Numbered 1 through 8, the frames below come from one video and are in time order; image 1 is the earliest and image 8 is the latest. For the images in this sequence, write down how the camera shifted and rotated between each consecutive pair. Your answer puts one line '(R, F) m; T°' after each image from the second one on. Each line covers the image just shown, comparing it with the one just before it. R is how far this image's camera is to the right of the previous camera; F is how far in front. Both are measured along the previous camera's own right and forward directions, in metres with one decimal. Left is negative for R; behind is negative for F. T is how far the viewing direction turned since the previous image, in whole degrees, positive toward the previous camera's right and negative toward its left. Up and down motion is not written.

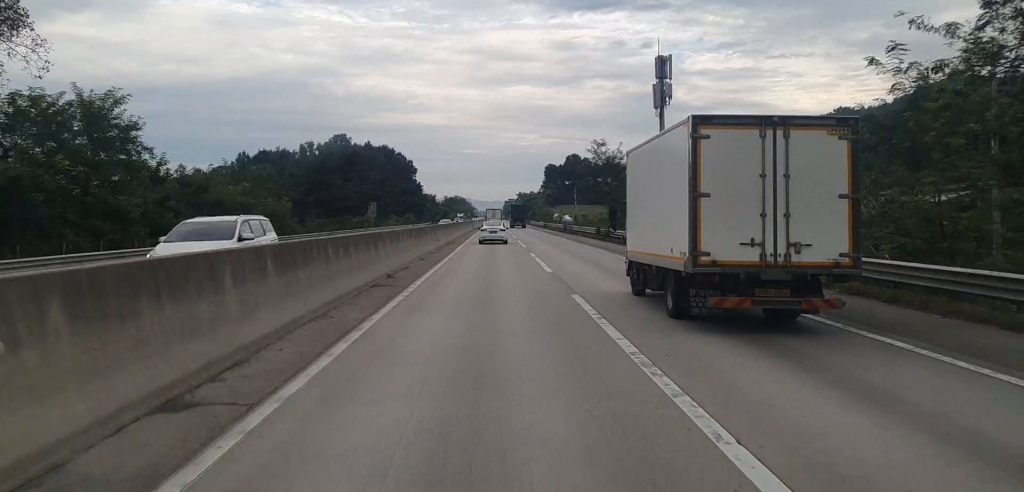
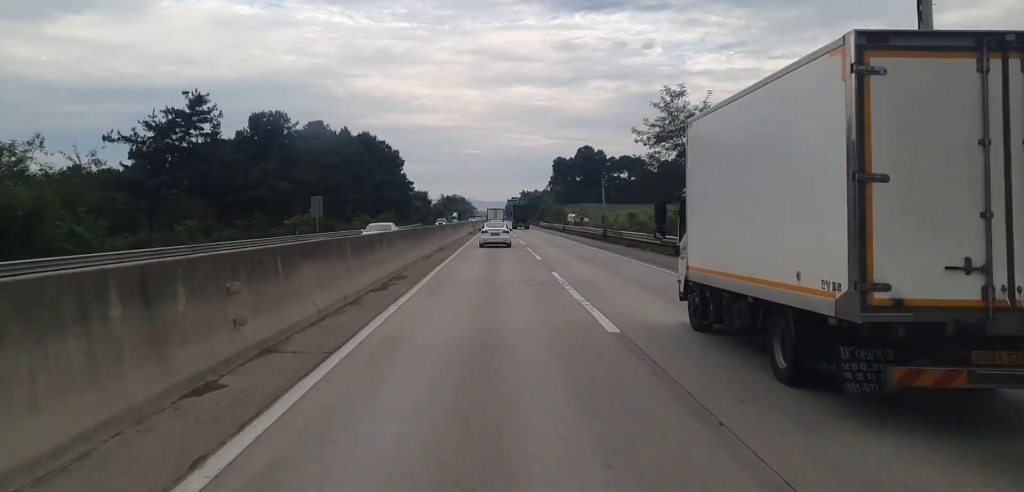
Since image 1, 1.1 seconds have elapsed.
(-0.2, +35.1) m; 0°
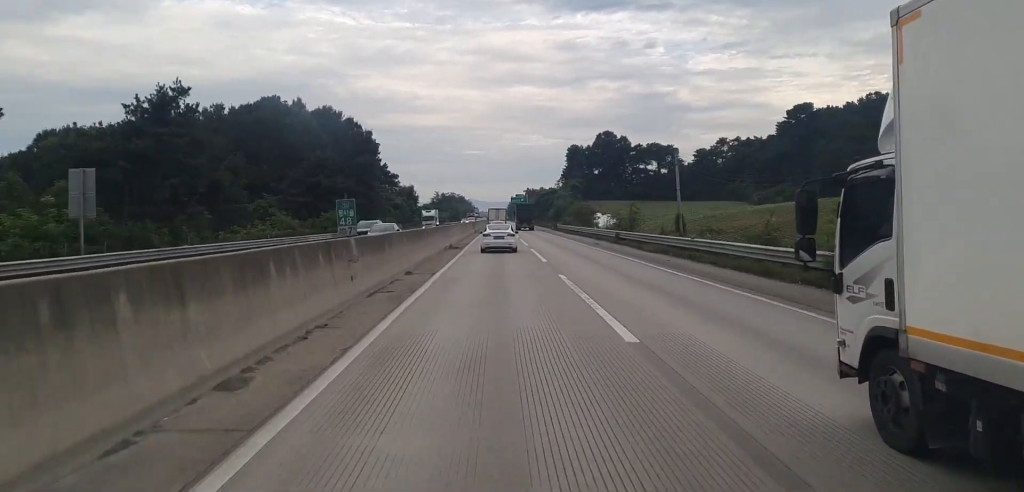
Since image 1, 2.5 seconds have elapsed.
(0.0, +40.1) m; 0°
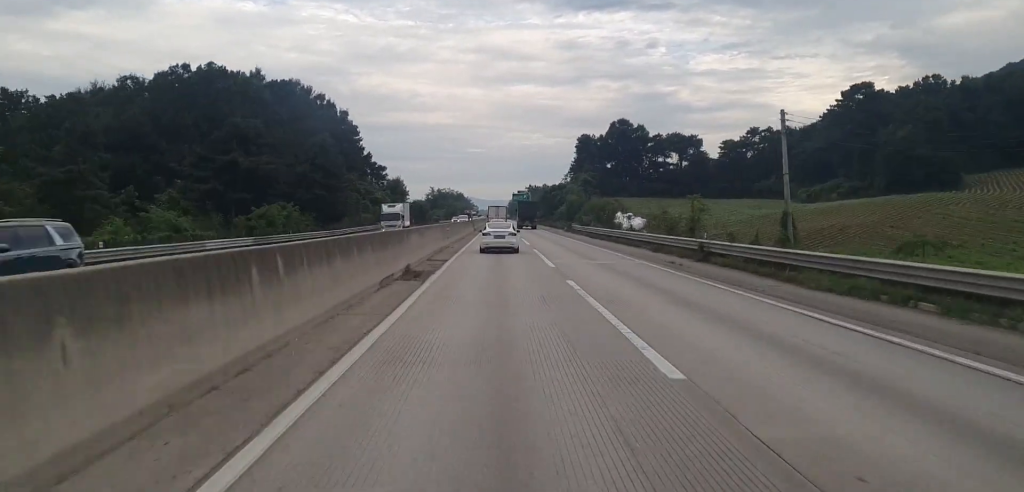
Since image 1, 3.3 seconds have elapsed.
(0.0, +22.0) m; 0°
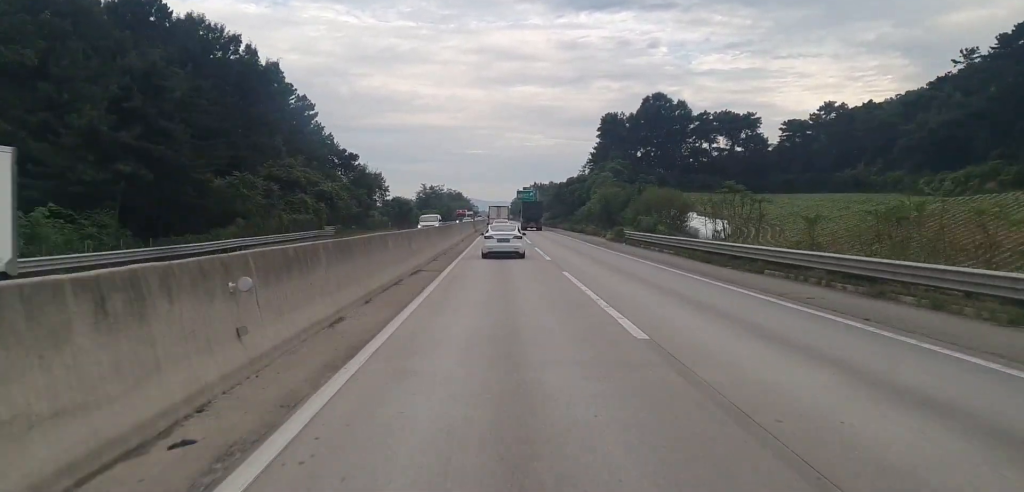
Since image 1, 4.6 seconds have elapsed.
(0.0, +34.4) m; 0°
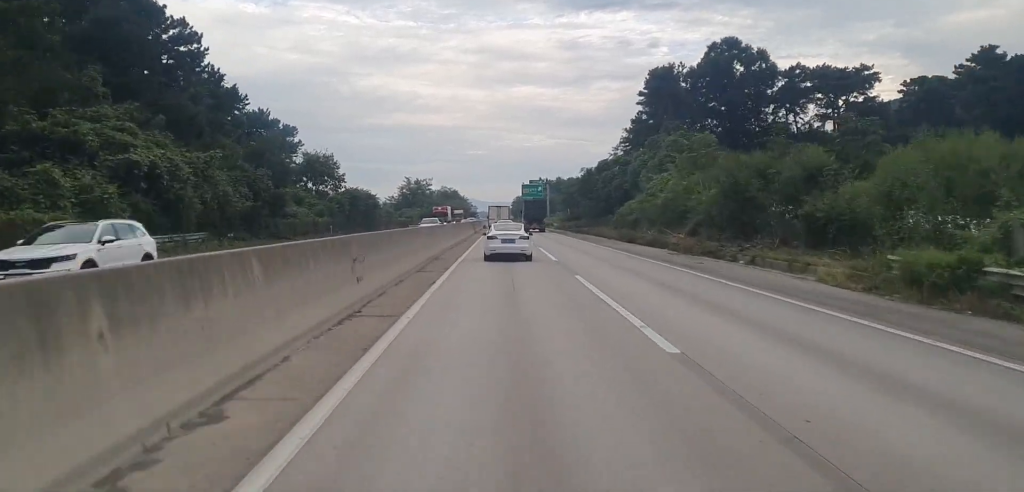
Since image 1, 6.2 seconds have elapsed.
(0.0, +43.7) m; 0°
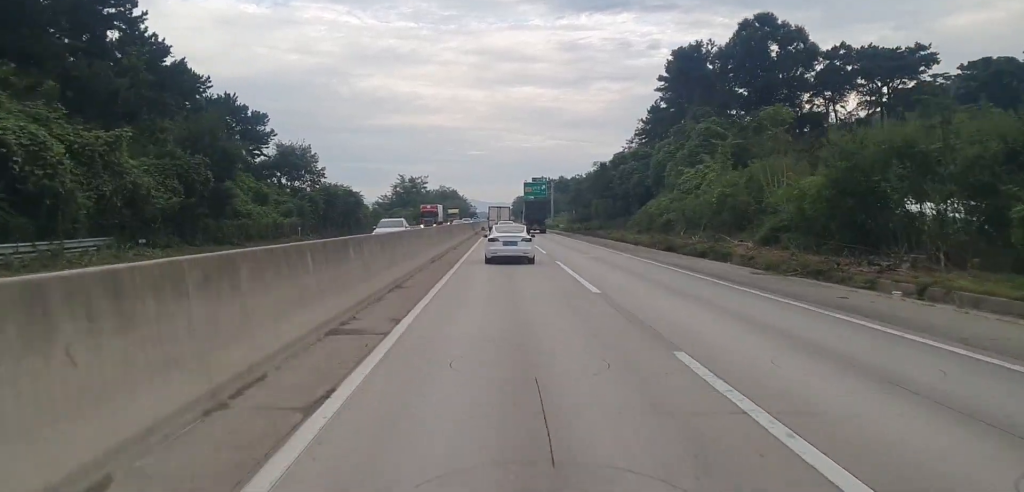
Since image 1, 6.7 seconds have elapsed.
(0.0, +13.1) m; 0°
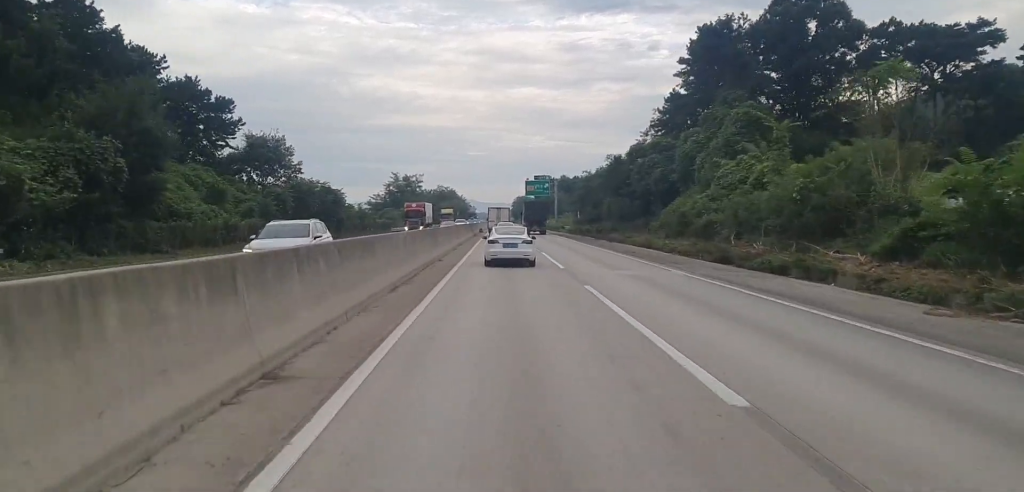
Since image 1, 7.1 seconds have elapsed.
(0.0, +11.1) m; 0°
